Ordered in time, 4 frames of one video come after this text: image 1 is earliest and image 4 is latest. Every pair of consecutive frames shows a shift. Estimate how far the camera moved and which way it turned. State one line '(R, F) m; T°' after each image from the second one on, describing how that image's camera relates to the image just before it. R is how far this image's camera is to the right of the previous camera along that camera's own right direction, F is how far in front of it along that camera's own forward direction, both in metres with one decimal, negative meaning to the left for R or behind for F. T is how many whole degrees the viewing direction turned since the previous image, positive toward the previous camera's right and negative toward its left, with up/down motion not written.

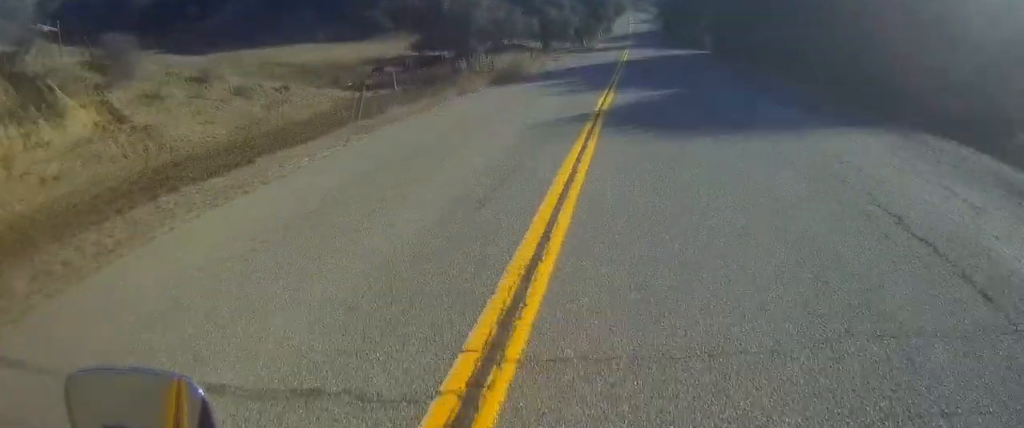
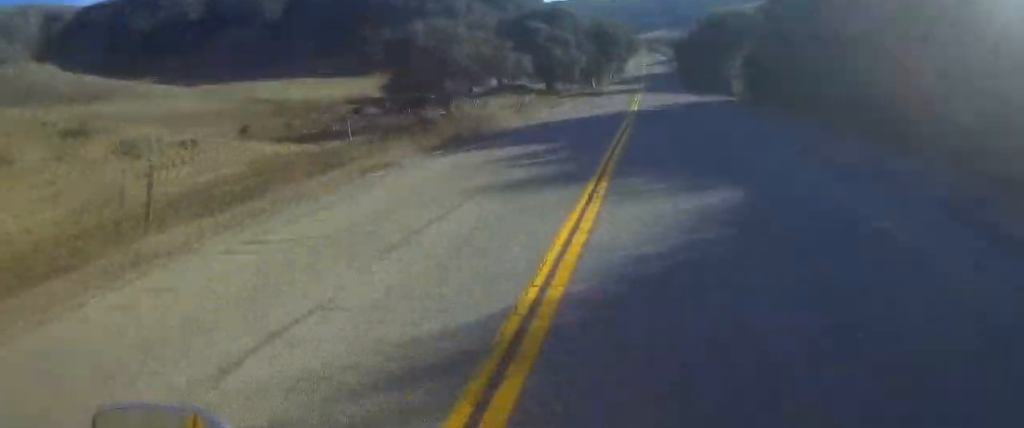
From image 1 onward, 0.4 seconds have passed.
(+0.1, +9.1) m; 0°
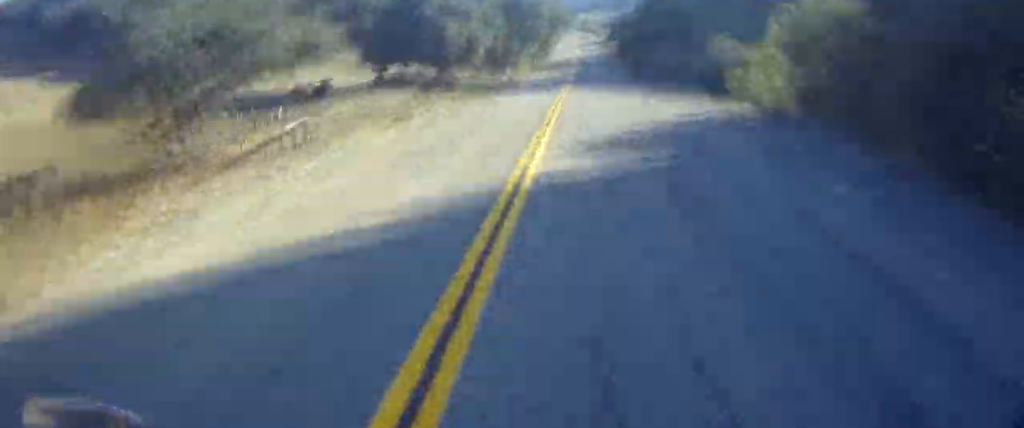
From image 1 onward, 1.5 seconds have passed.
(-0.3, +23.4) m; 0°
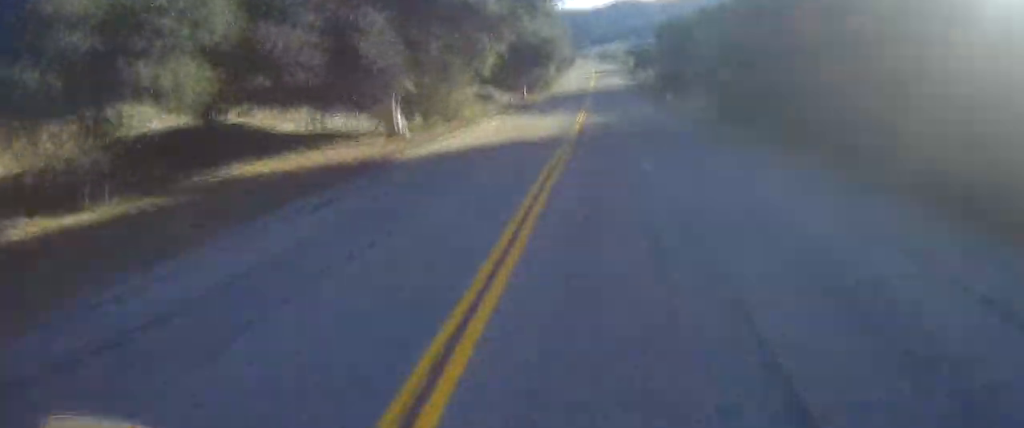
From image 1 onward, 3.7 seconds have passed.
(+0.6, +46.6) m; +2°
